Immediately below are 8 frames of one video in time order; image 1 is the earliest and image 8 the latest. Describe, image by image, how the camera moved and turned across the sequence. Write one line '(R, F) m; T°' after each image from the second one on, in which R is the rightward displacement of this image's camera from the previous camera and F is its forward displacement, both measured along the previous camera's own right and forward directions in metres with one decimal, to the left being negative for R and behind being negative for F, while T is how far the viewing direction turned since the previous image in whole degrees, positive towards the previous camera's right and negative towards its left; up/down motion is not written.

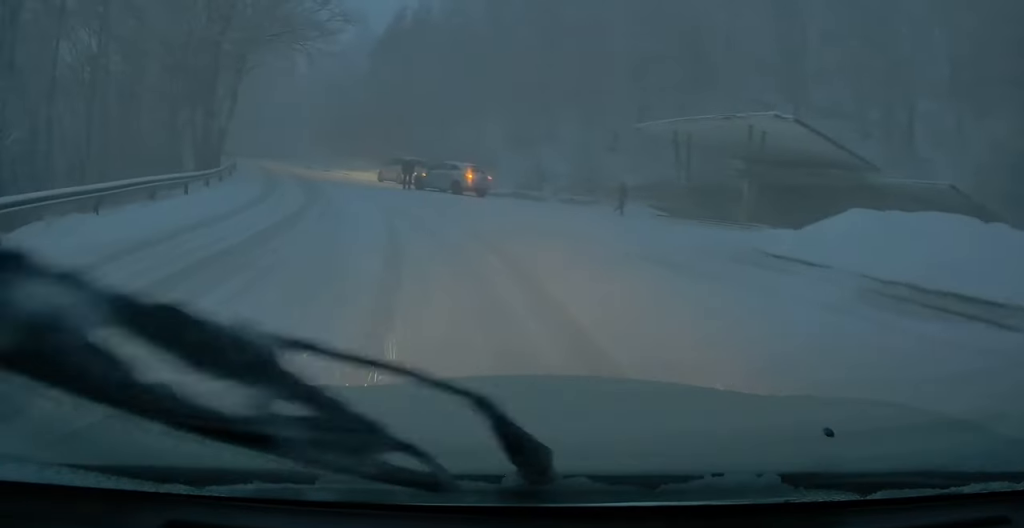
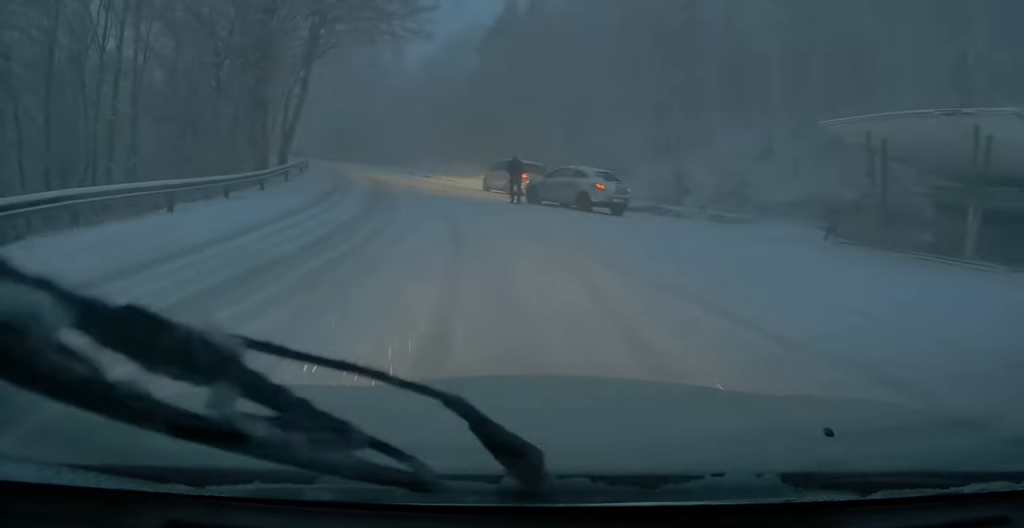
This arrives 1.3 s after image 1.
(-0.8, +7.6) m; -11°
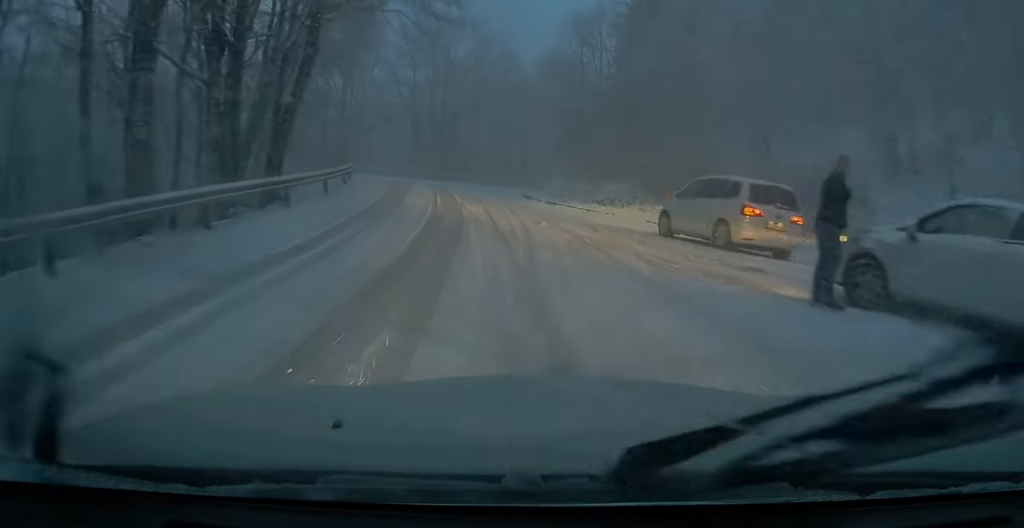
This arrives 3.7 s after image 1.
(-2.3, +15.0) m; -13°
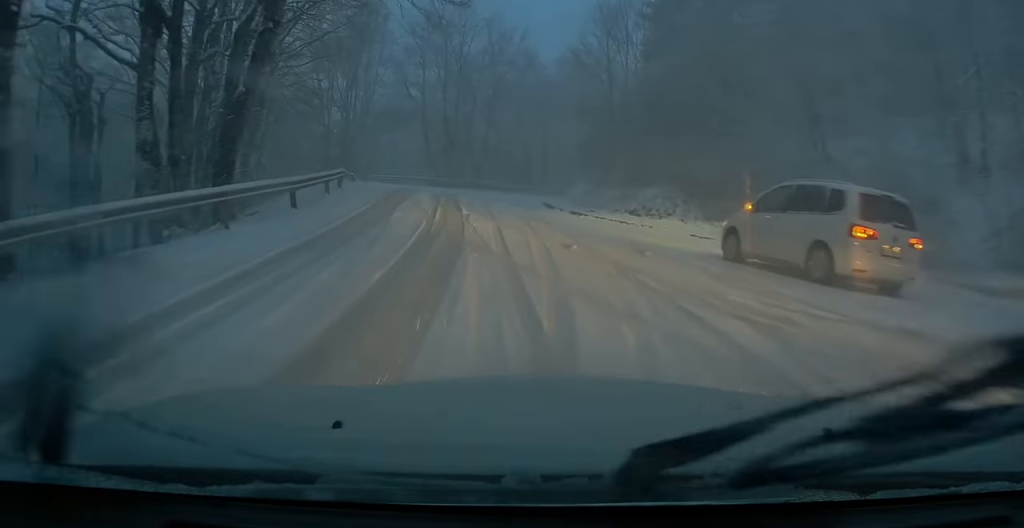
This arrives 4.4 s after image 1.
(+0.1, +3.7) m; 0°
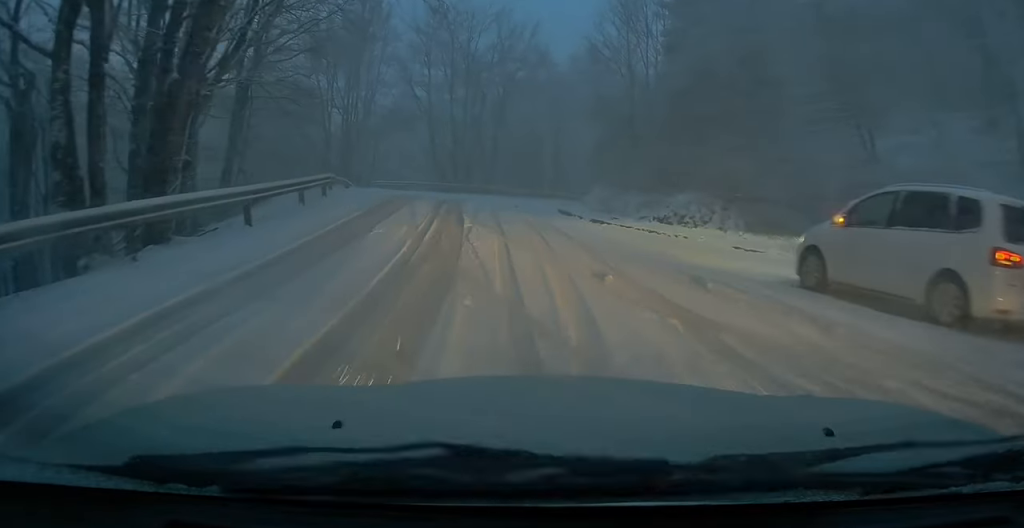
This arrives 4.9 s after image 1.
(0.0, +2.9) m; 0°
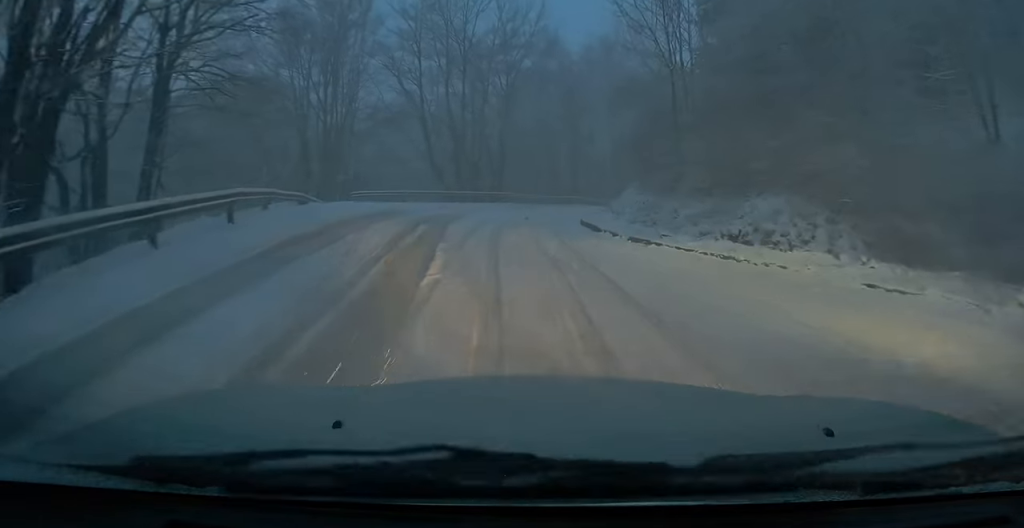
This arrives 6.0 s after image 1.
(-0.1, +6.1) m; -3°
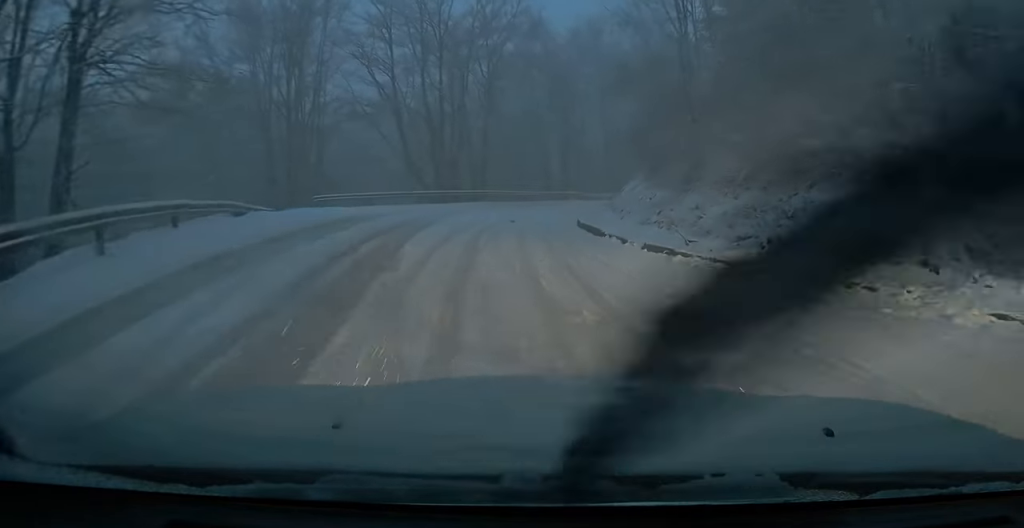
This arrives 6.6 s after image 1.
(0.0, +3.5) m; -2°
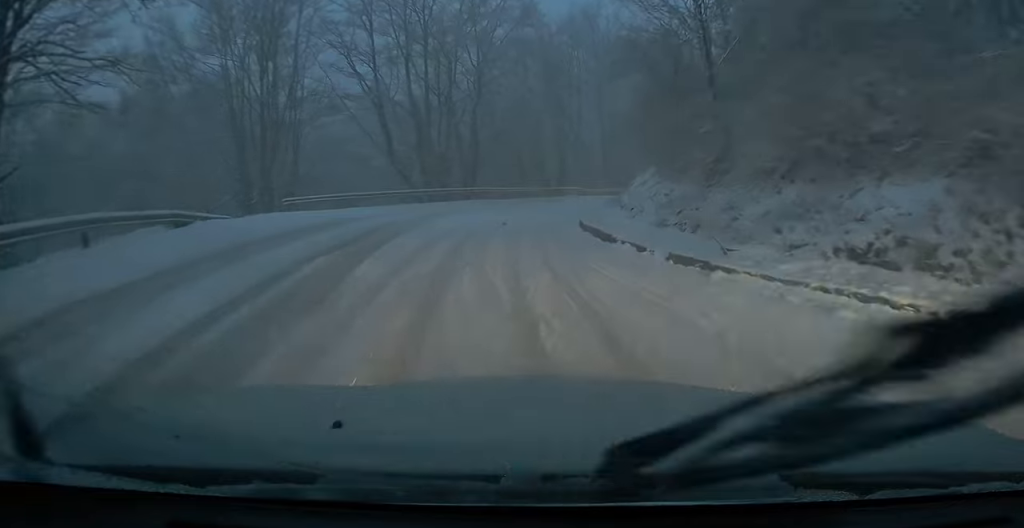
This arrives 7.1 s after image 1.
(-0.1, +2.7) m; +1°
